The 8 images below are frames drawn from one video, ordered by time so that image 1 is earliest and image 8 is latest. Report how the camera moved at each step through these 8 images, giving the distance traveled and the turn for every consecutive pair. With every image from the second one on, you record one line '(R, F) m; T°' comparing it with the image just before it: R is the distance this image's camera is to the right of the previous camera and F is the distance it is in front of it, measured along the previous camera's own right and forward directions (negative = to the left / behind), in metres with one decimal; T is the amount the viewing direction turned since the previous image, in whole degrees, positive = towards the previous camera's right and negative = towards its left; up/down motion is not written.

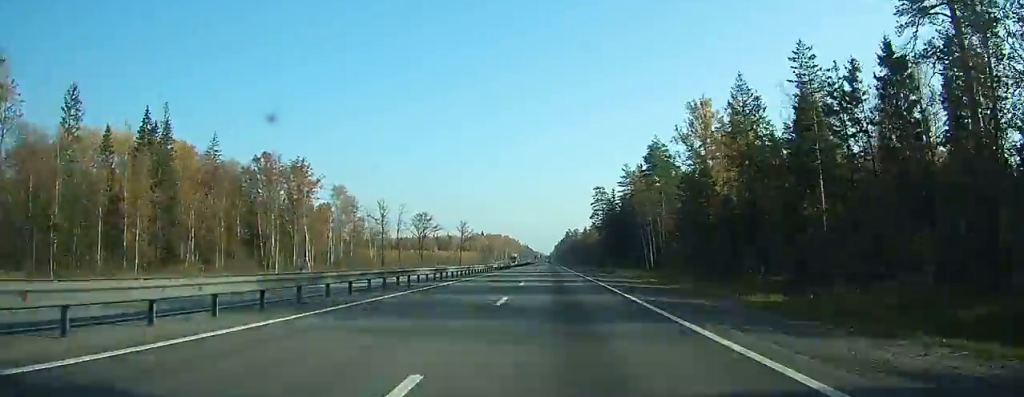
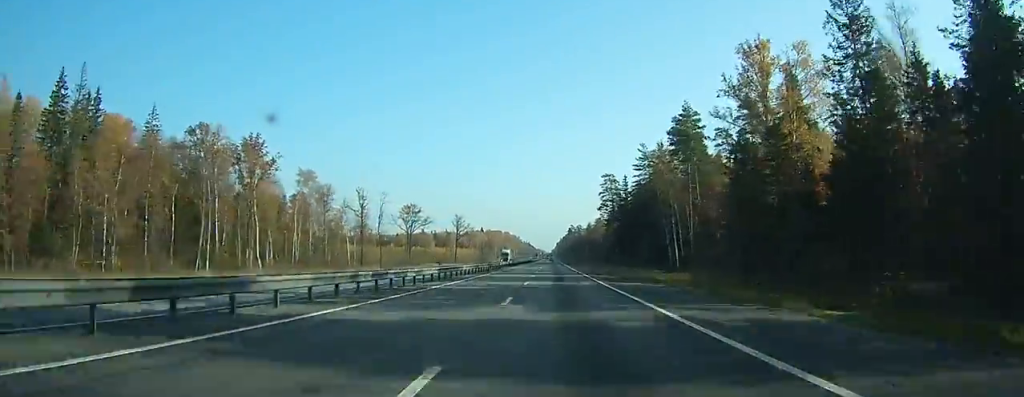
(0.0, +23.2) m; 0°
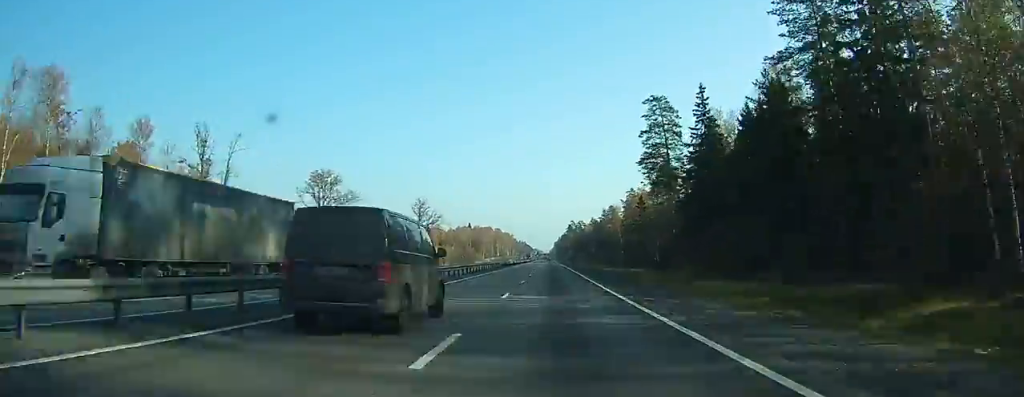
(-0.4, +79.3) m; 0°
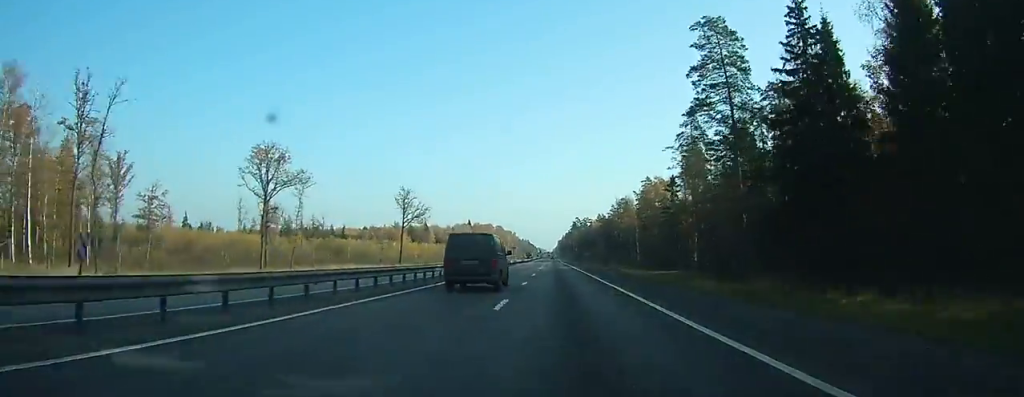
(0.0, +27.3) m; 0°
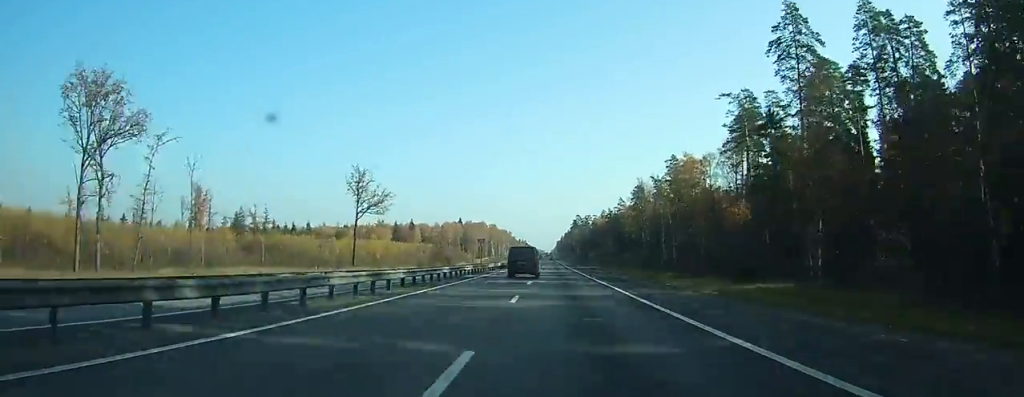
(+0.3, +43.7) m; 0°
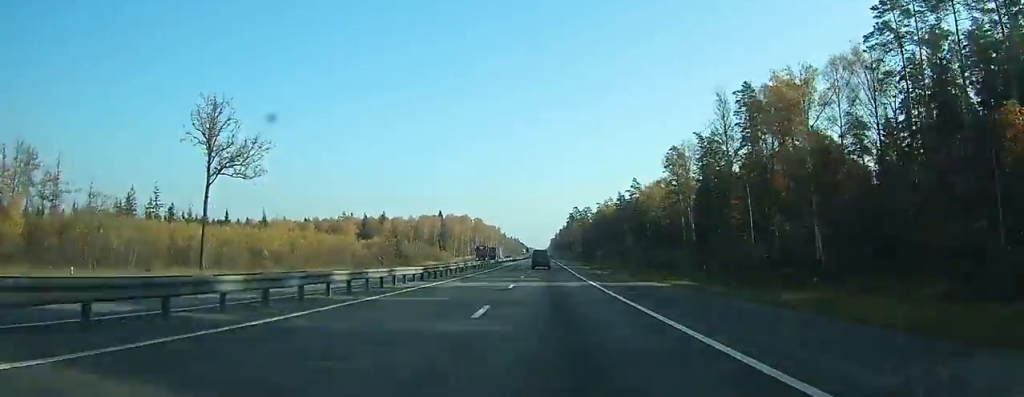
(-0.3, +65.0) m; 0°
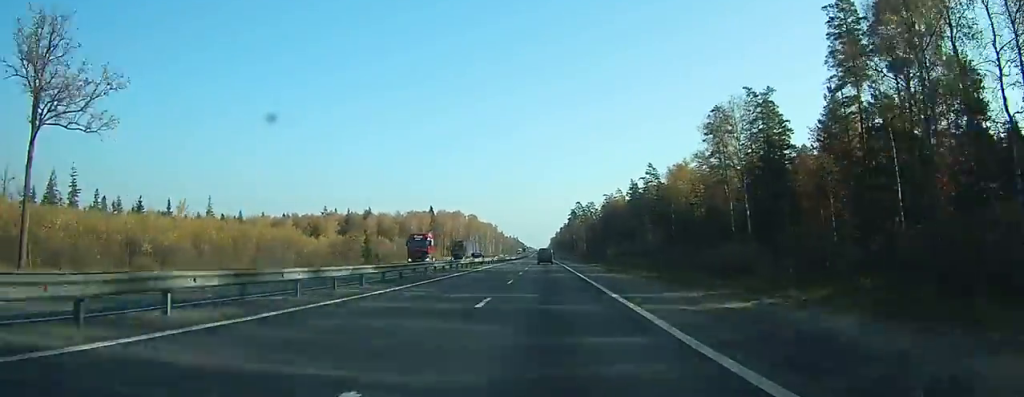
(0.0, +32.8) m; 0°
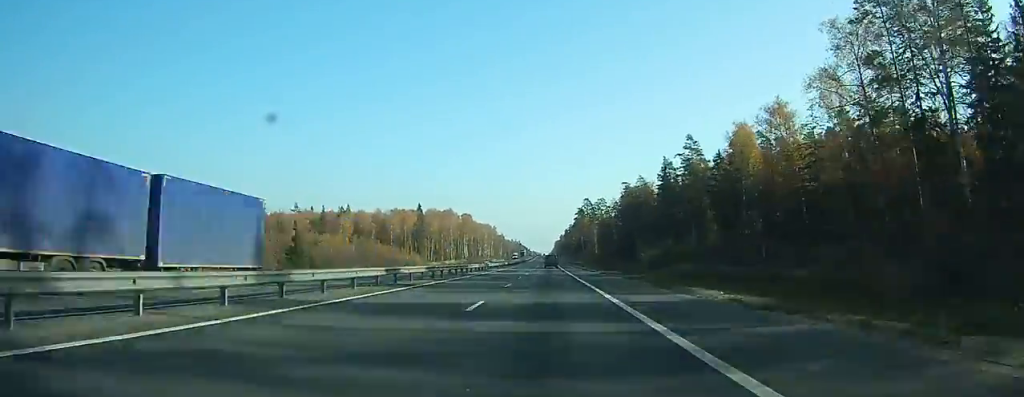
(0.0, +48.4) m; 0°
